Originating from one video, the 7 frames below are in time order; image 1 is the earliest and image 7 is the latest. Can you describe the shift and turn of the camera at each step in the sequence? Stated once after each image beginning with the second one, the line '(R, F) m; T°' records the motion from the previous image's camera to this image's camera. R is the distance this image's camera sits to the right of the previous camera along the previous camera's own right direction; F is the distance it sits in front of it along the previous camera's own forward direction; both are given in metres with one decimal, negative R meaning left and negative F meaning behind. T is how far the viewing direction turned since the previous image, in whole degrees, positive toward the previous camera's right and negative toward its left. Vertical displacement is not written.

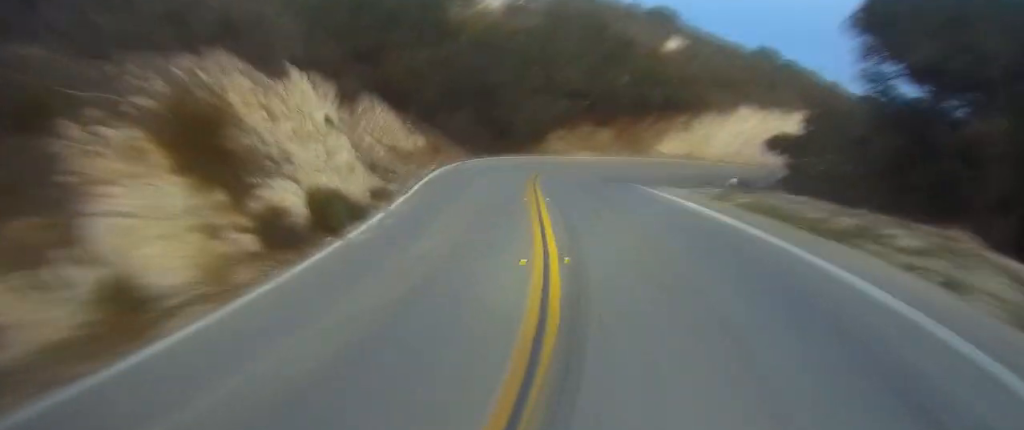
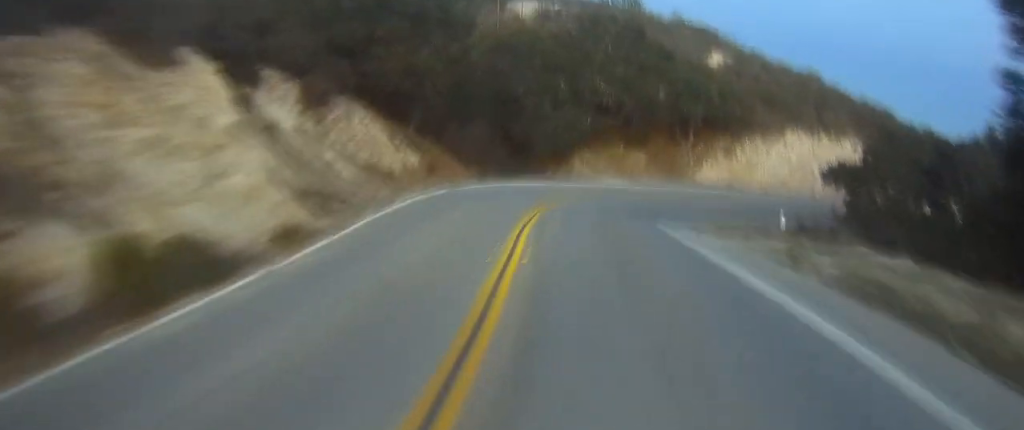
(-0.7, +5.6) m; +2°
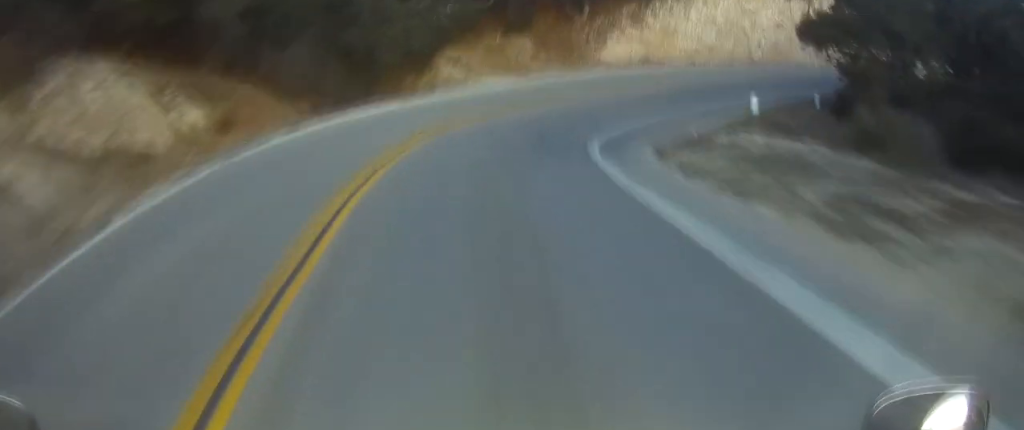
(+0.8, +9.3) m; +9°
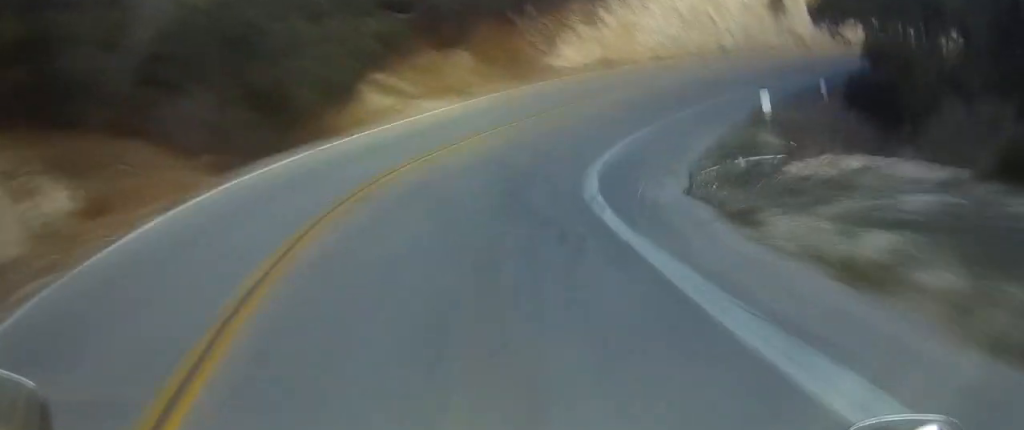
(+0.3, +4.5) m; +4°
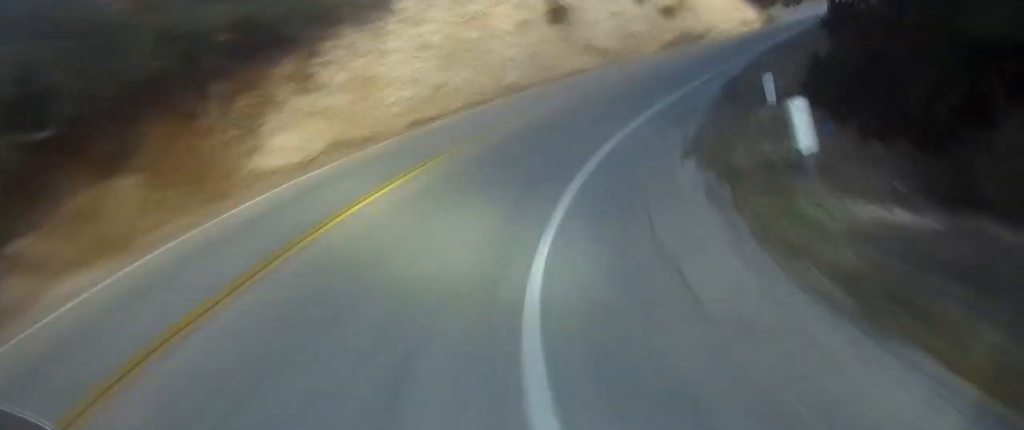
(+0.1, +10.1) m; +8°
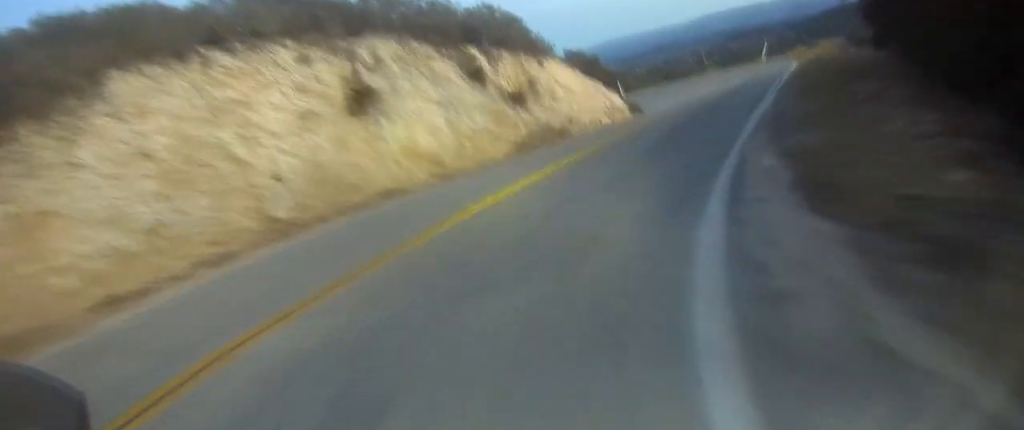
(+1.4, +8.7) m; +25°
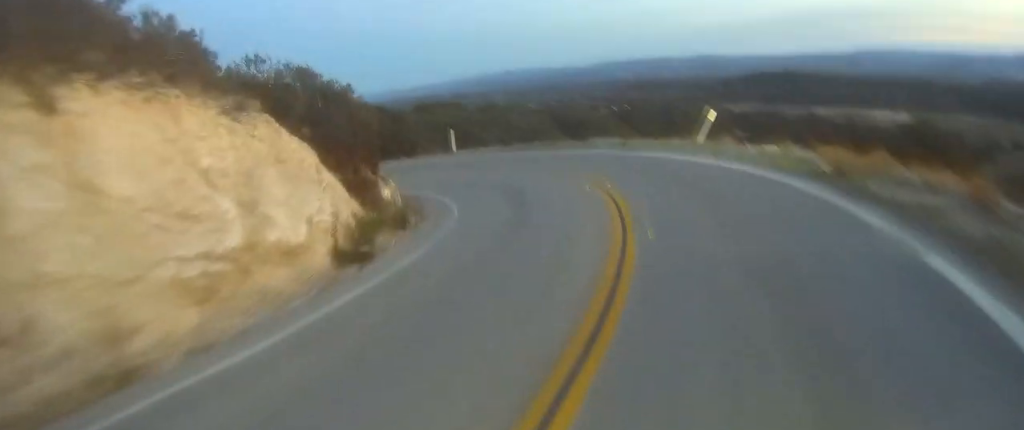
(+7.7, +19.9) m; +22°
